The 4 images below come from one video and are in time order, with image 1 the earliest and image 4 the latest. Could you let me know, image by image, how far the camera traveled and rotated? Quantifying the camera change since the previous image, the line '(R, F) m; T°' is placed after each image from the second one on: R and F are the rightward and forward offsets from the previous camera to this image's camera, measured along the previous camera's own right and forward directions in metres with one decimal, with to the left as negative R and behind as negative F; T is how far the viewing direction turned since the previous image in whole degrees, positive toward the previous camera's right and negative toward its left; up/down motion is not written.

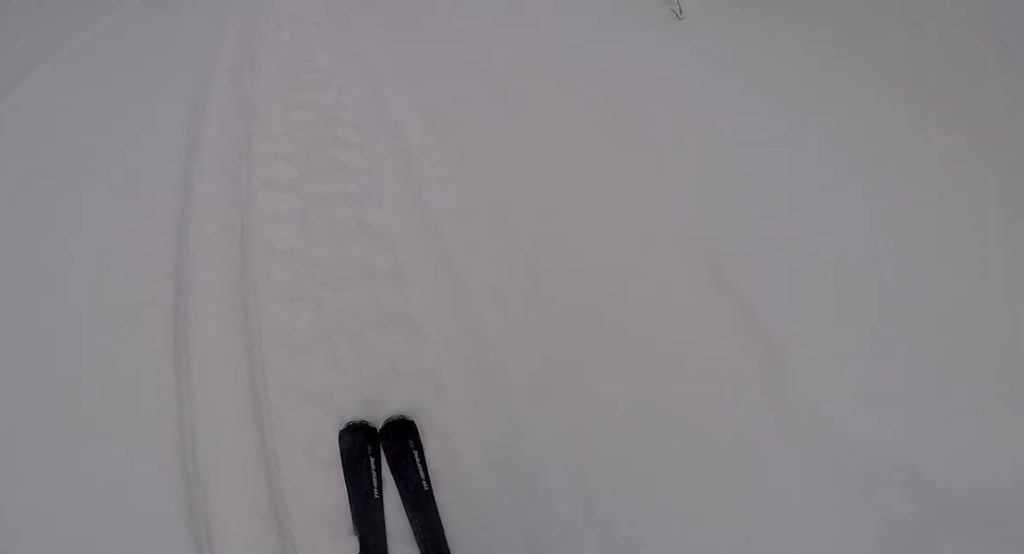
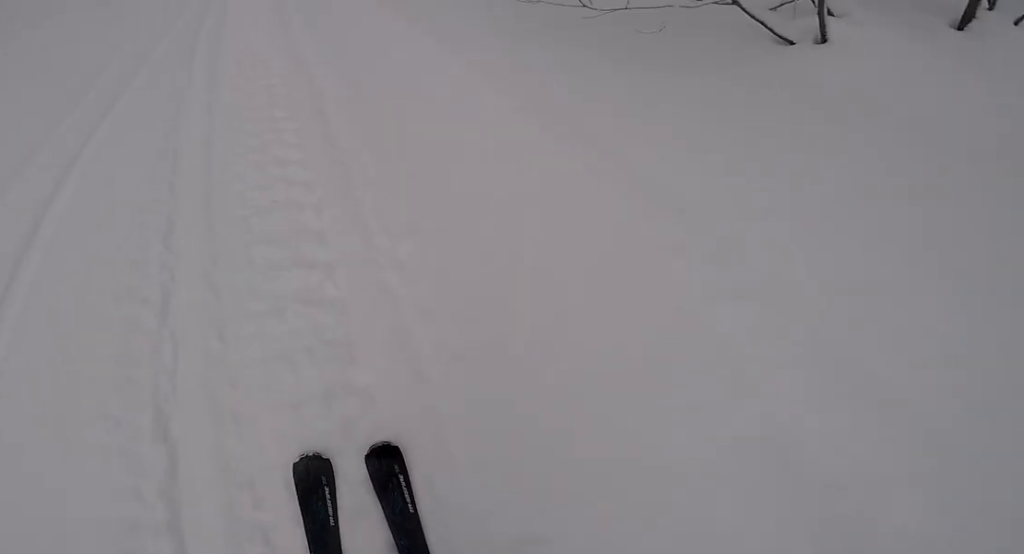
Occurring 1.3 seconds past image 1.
(-0.3, +8.2) m; -11°
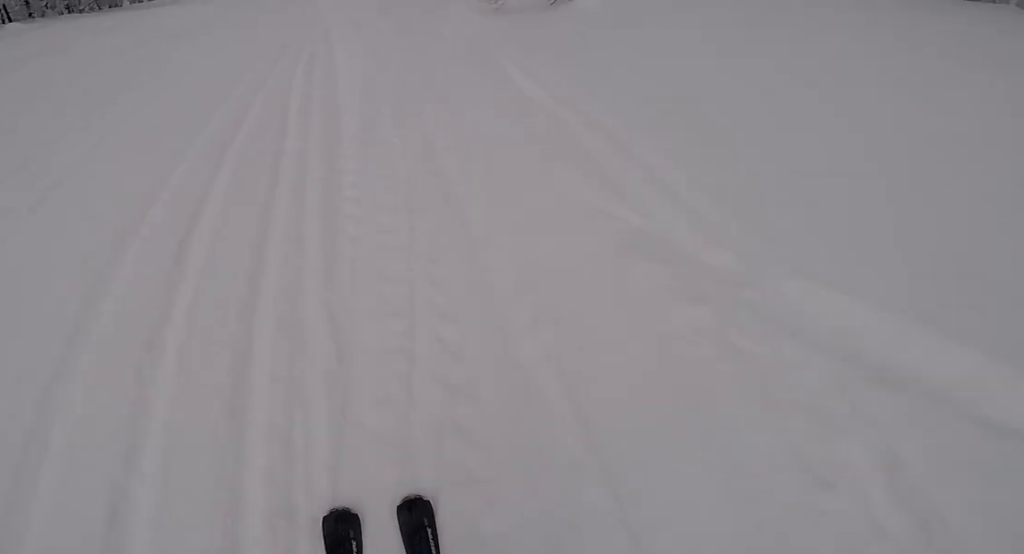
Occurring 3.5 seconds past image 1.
(+1.8, +12.3) m; +18°
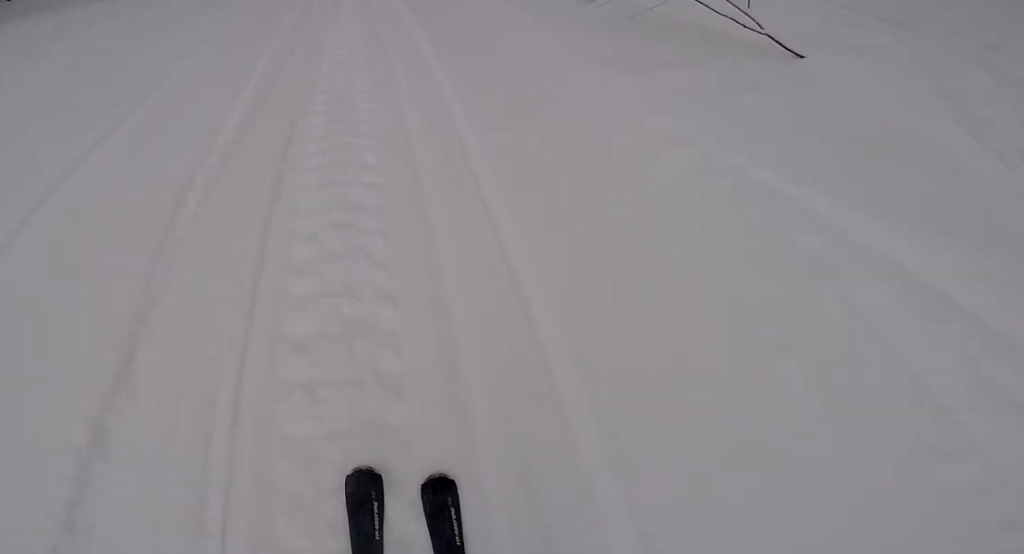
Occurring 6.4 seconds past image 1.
(-3.3, +19.1) m; -22°
